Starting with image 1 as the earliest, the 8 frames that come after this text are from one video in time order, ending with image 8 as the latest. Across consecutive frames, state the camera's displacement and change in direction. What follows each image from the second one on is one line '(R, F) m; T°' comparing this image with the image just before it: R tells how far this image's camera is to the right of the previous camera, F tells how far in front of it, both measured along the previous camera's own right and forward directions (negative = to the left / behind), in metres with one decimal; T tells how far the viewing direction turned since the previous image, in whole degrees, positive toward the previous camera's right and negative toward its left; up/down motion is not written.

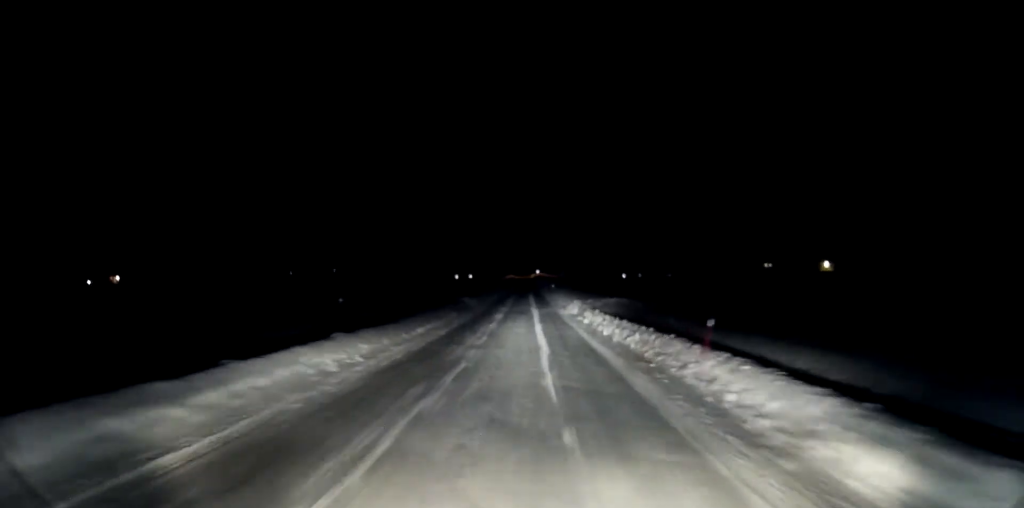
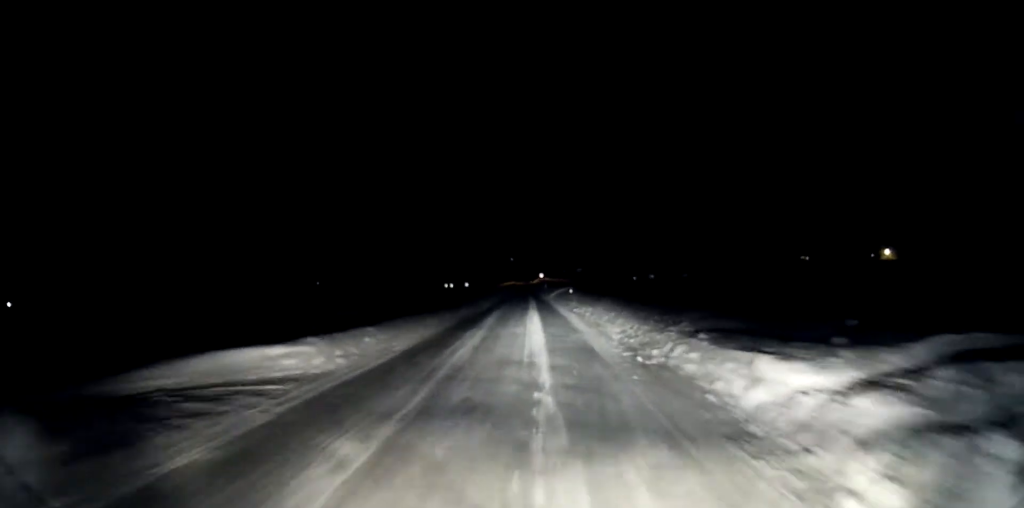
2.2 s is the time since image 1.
(-0.2, +32.1) m; -1°
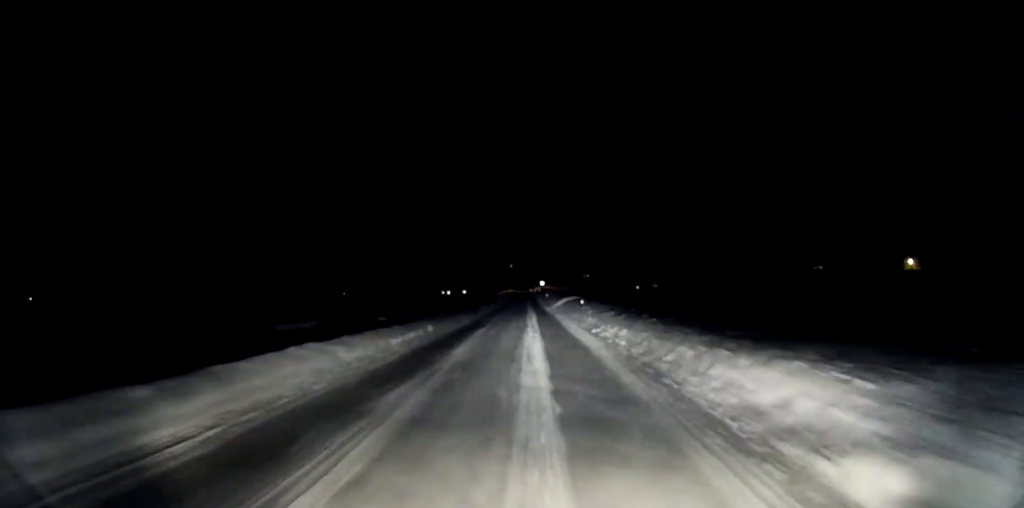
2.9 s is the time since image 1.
(-0.1, +10.2) m; 0°
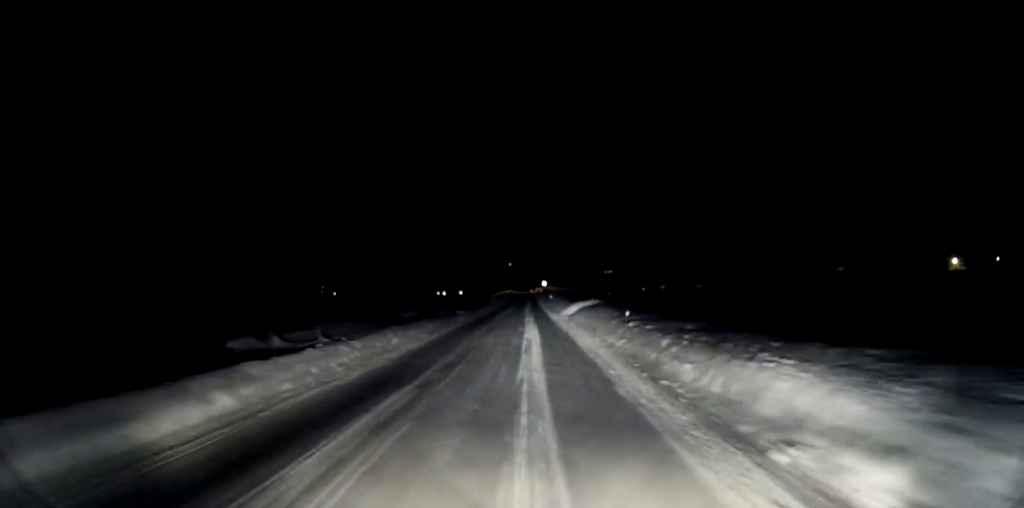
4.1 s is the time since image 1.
(0.0, +16.8) m; +1°
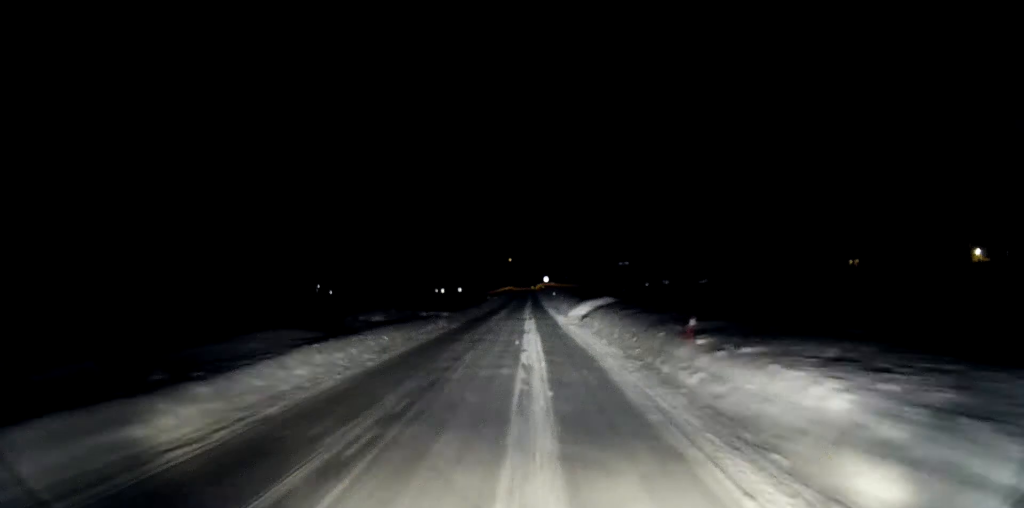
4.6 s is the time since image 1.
(0.0, +7.6) m; 0°
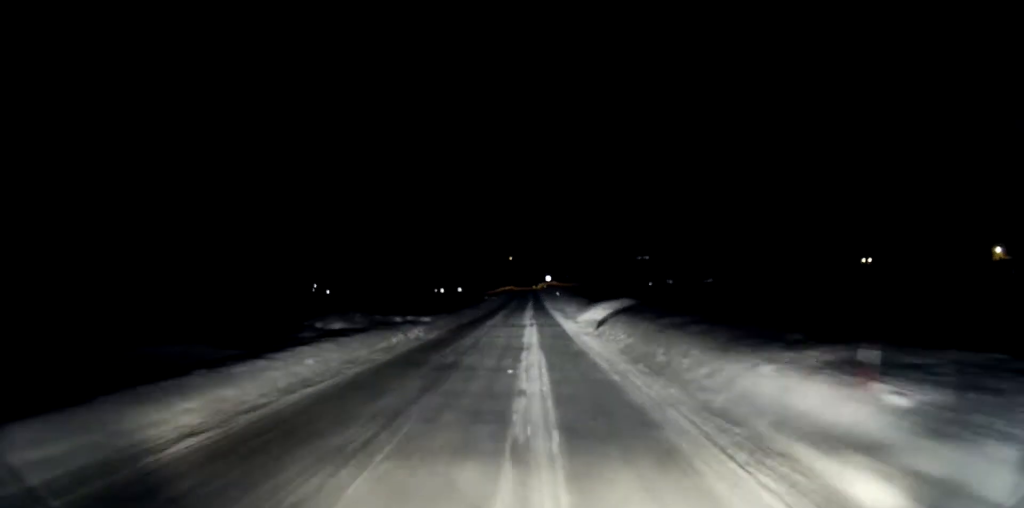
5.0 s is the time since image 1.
(0.0, +6.2) m; 0°
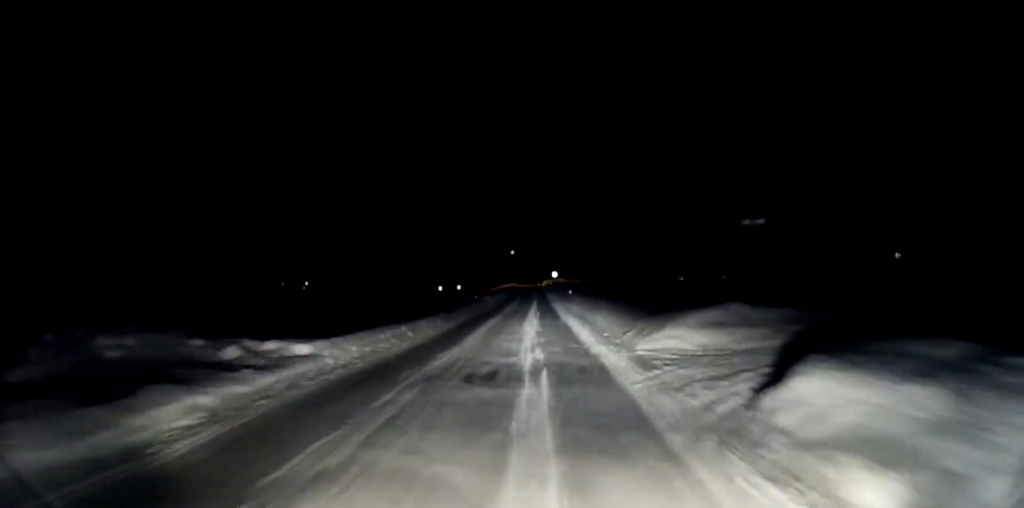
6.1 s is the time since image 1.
(0.0, +15.6) m; 0°
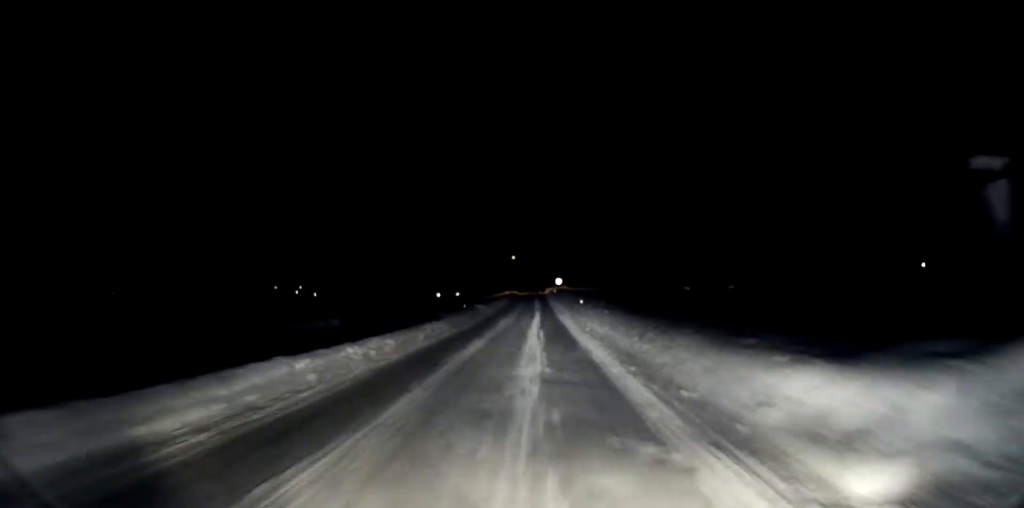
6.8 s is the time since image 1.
(0.0, +9.4) m; 0°
